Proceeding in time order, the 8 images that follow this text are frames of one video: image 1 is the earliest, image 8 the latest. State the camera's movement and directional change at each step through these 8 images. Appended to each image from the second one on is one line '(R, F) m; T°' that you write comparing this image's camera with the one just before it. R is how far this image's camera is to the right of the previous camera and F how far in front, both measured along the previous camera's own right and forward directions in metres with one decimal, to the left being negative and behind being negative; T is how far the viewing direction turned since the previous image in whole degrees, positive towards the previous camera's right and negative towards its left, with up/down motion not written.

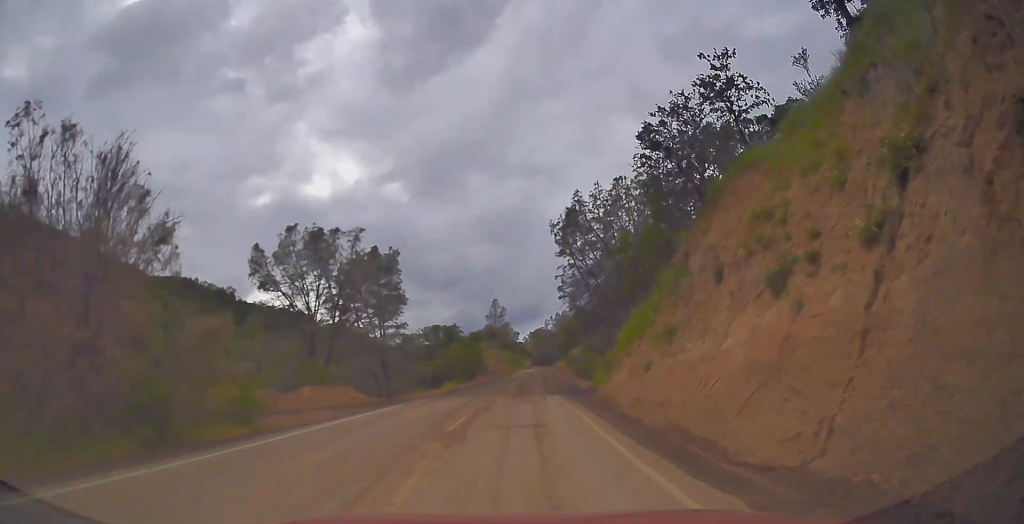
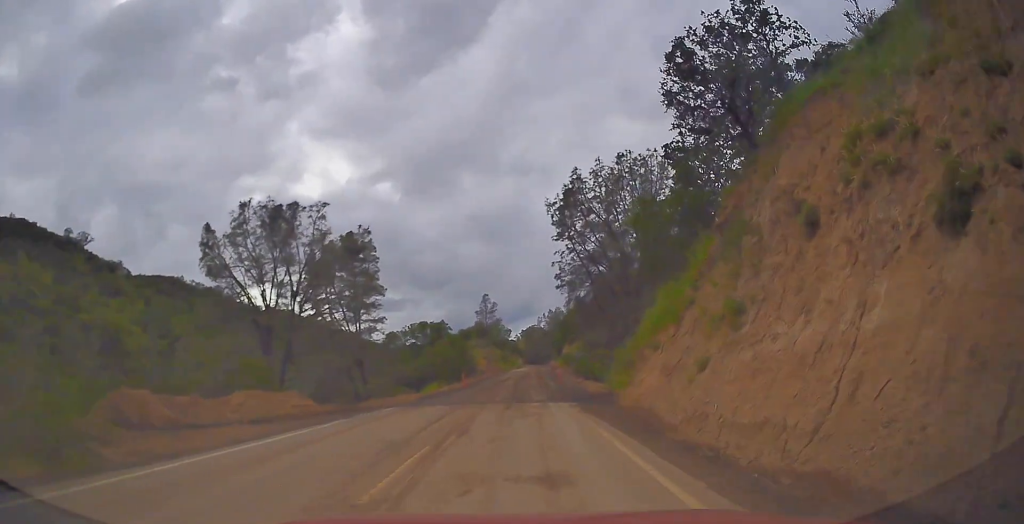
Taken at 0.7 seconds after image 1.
(-0.1, +8.5) m; +4°
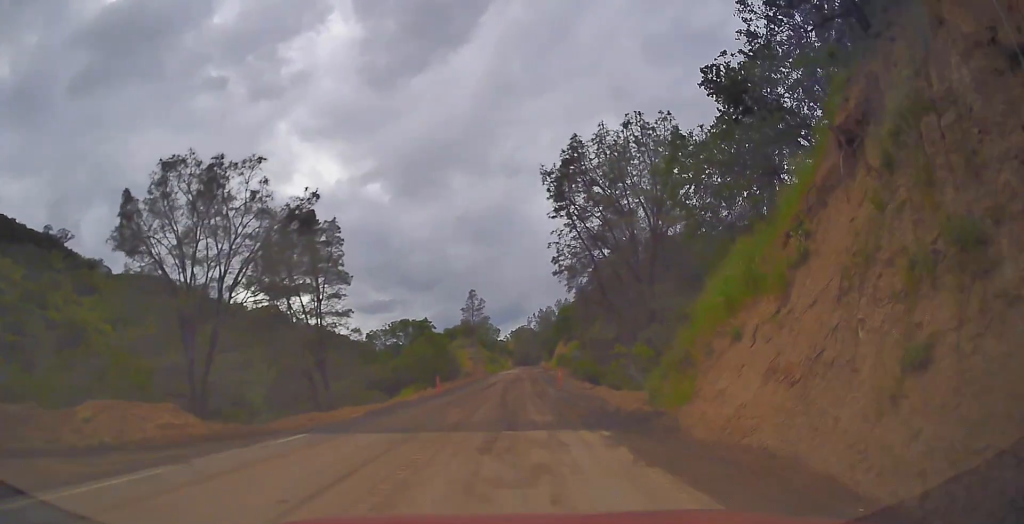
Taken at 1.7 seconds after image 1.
(+0.7, +9.5) m; +8°
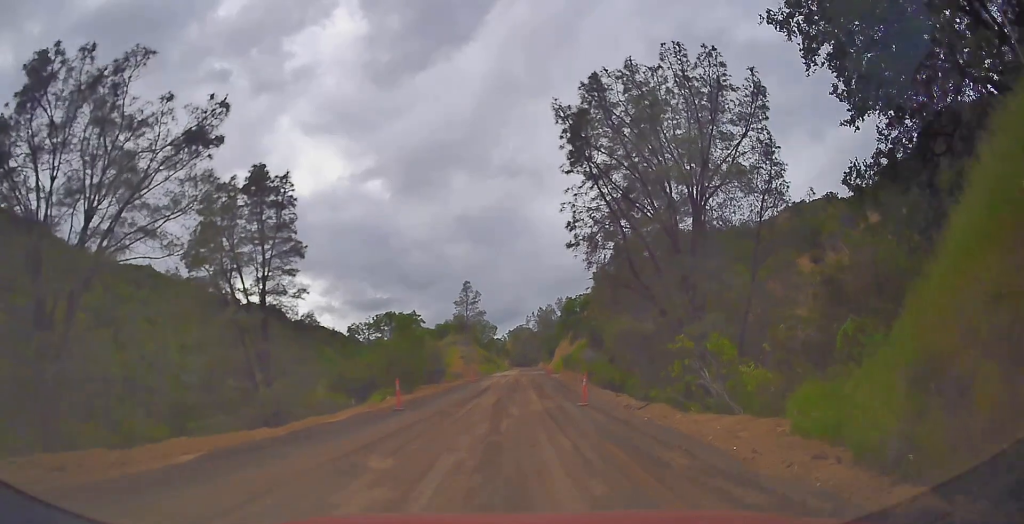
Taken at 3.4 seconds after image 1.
(+0.7, +12.2) m; +4°
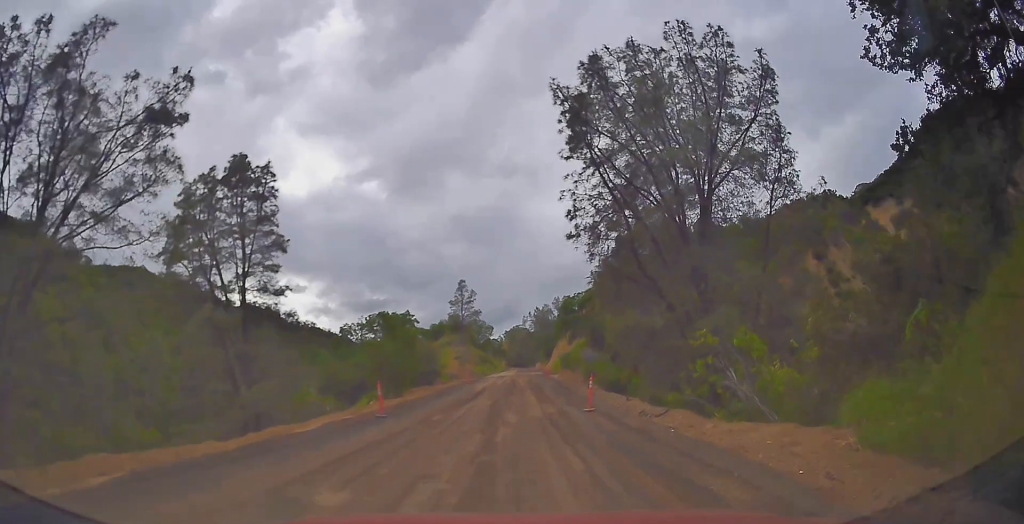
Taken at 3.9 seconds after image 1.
(0.0, +2.8) m; 0°
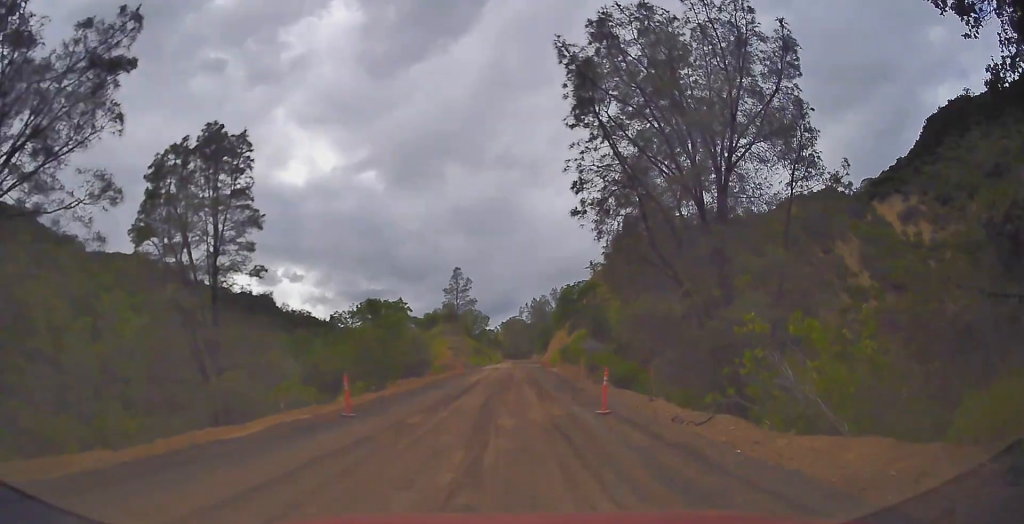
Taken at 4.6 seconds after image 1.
(0.0, +3.5) m; 0°
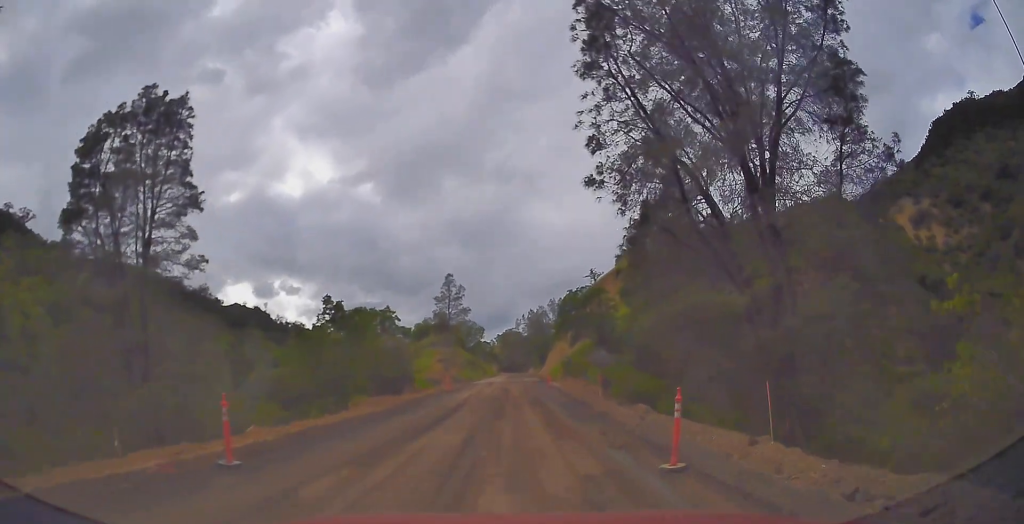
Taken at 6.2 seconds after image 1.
(0.0, +5.7) m; 0°
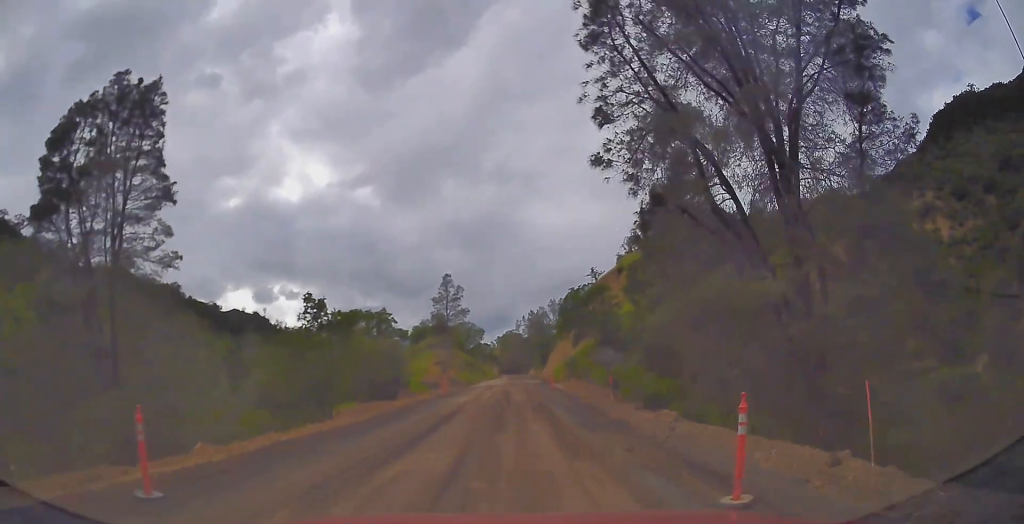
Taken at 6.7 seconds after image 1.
(0.0, +1.7) m; -1°
